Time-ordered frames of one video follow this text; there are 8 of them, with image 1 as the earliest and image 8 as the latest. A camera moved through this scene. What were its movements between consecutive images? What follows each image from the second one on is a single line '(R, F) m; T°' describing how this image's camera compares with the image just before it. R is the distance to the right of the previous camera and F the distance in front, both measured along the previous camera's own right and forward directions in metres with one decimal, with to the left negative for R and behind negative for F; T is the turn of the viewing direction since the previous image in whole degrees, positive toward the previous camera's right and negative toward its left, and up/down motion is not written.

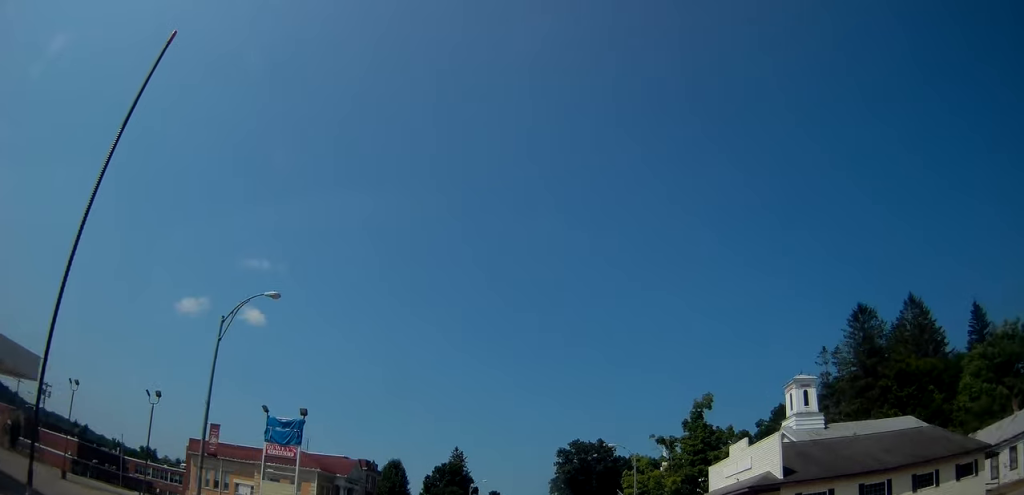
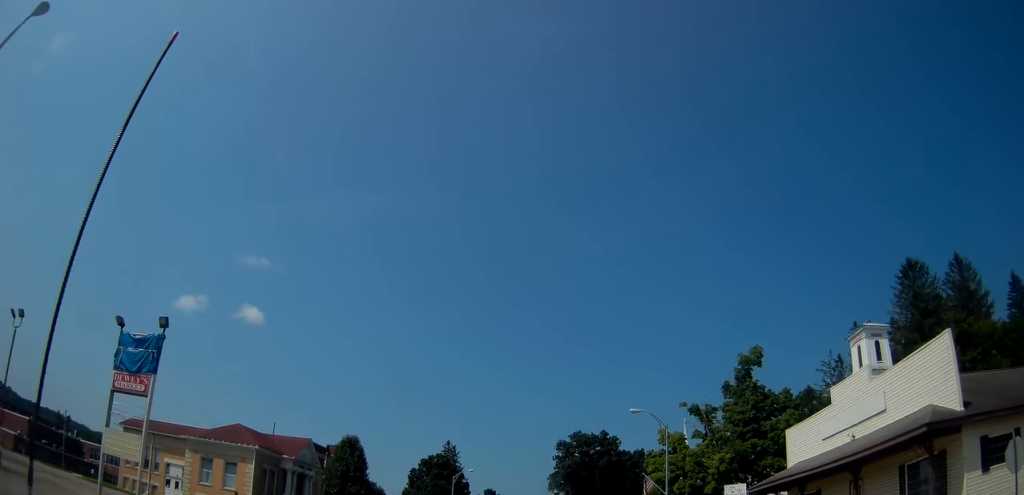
(+0.3, +13.8) m; 0°
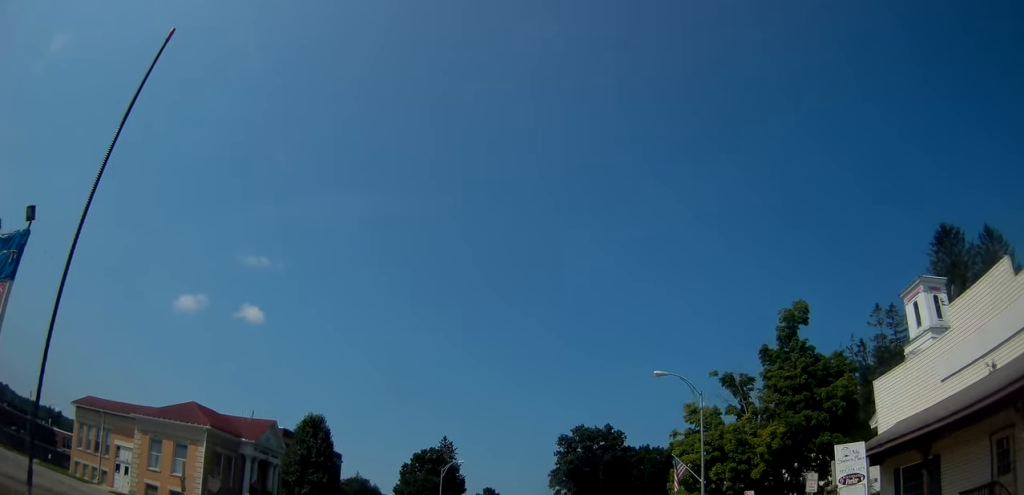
(-0.1, +8.2) m; 0°
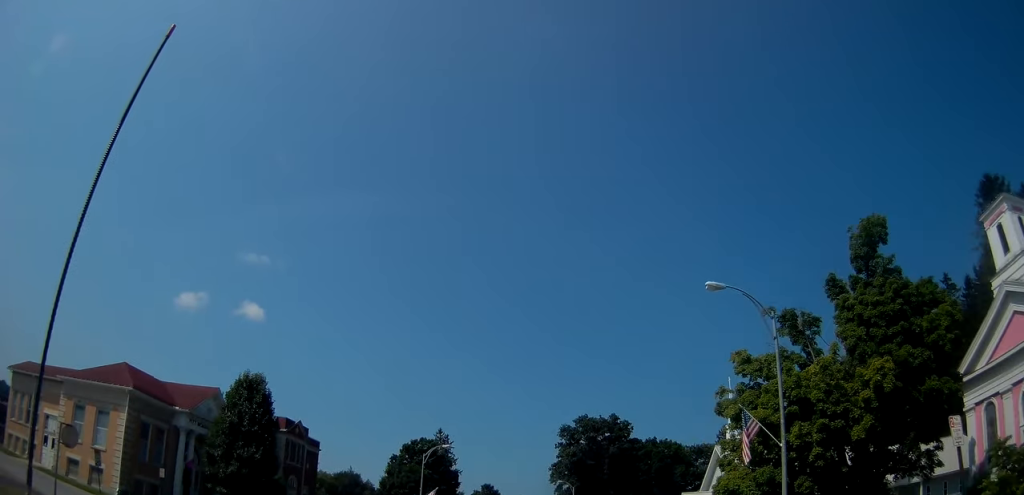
(+0.1, +9.6) m; 0°
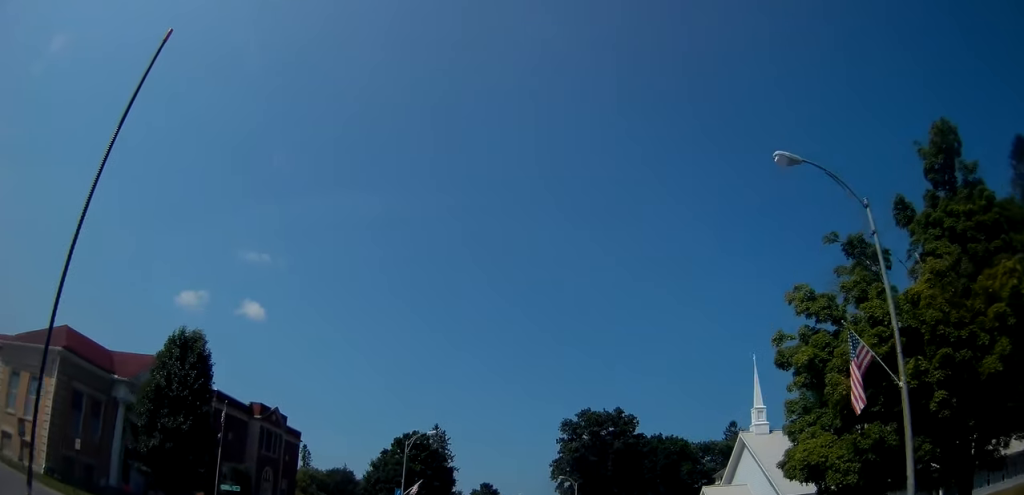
(+0.1, +6.6) m; 0°
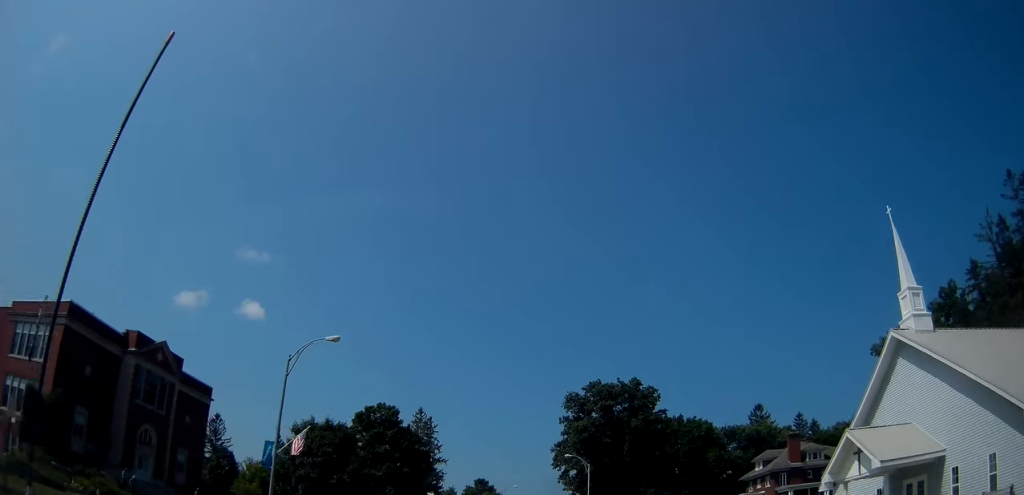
(-0.2, +22.0) m; -1°
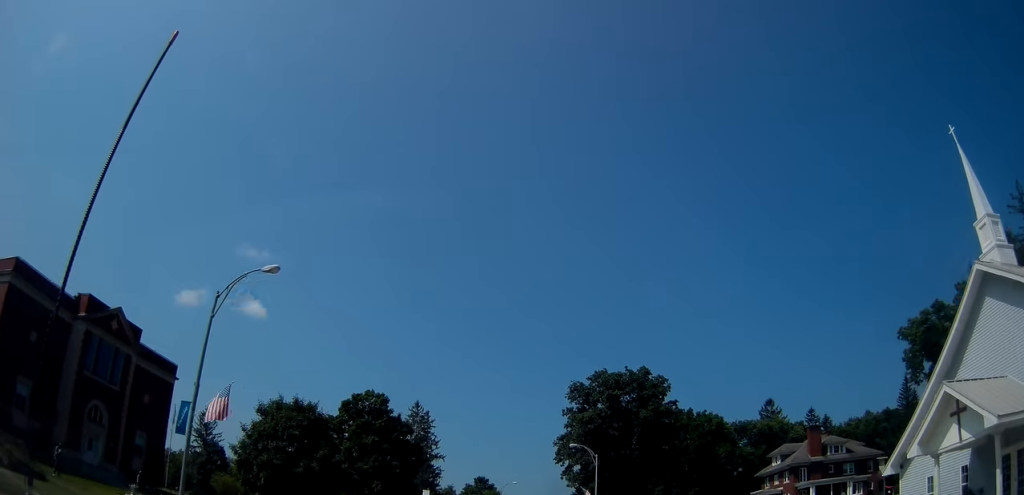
(-0.1, +6.7) m; -2°
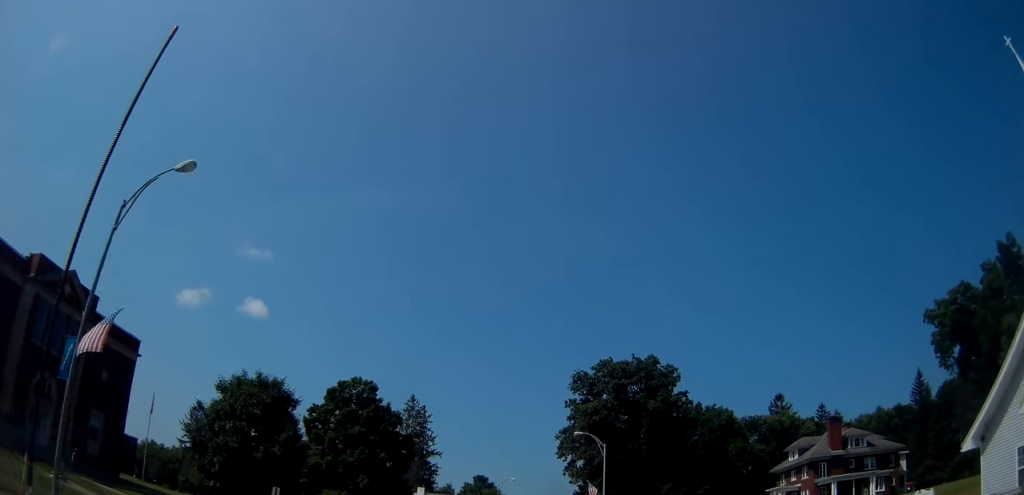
(-0.1, +6.0) m; +1°
